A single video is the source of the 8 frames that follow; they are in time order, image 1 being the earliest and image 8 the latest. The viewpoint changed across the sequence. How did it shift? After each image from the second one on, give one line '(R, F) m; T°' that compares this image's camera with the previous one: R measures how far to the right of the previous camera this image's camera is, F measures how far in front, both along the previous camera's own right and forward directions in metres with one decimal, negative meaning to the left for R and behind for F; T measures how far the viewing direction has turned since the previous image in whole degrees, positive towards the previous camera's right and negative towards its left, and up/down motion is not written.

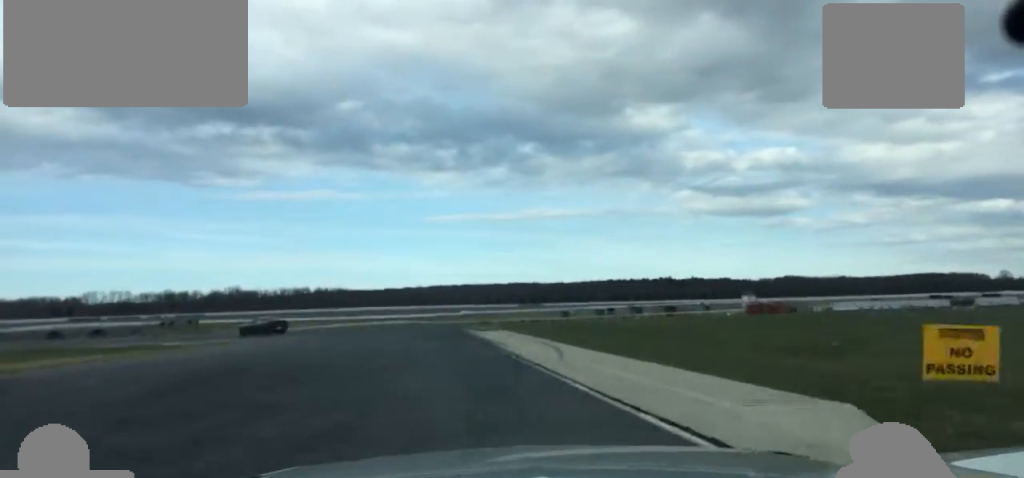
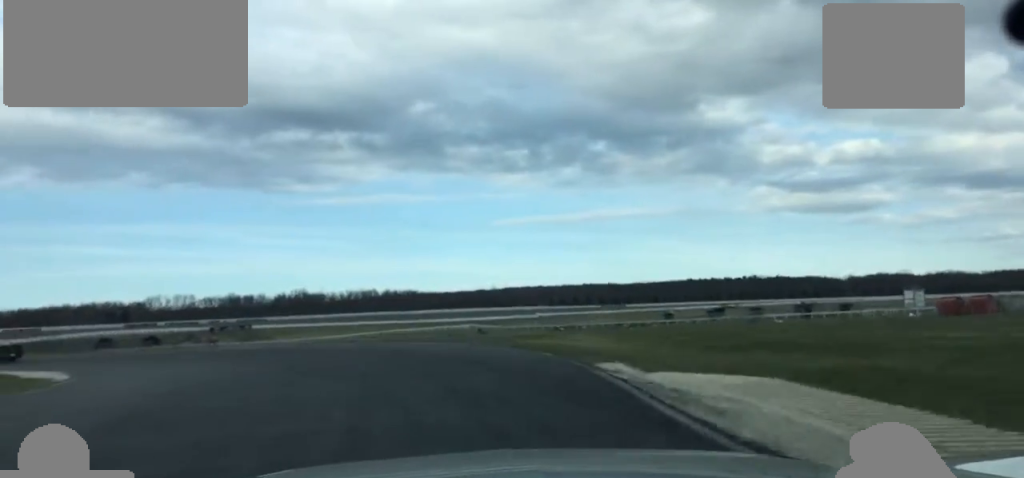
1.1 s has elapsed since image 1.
(-0.5, +30.9) m; -9°
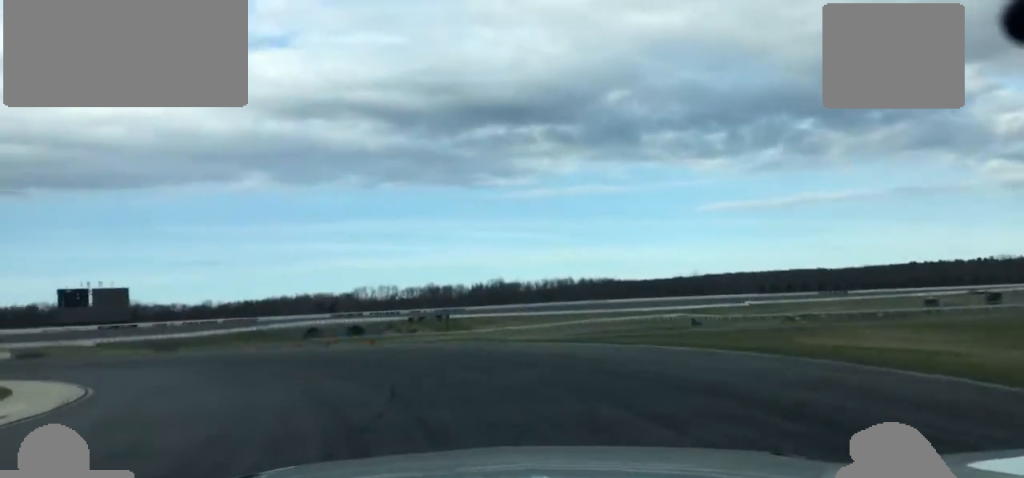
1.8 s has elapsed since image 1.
(-2.3, +18.3) m; -13°
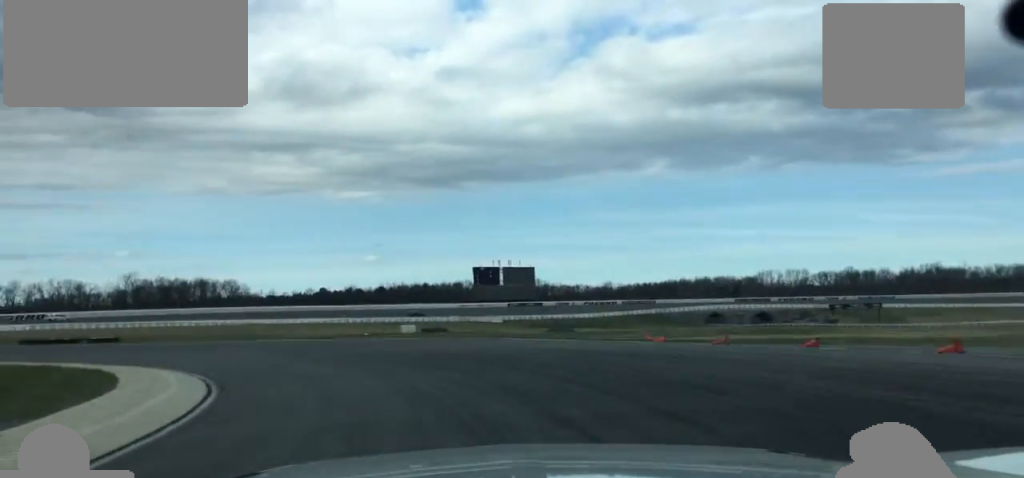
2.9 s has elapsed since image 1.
(-4.8, +25.6) m; -21°
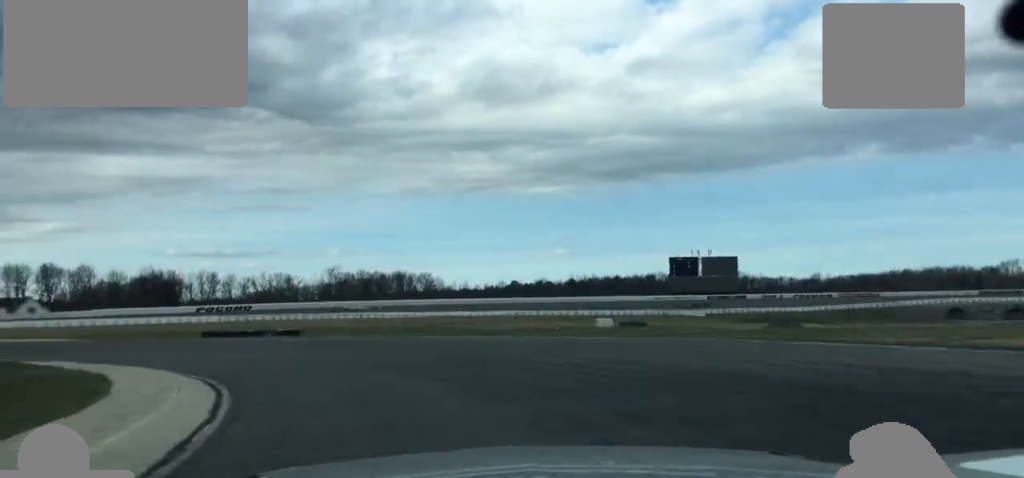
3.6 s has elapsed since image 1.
(-1.5, +14.4) m; -13°
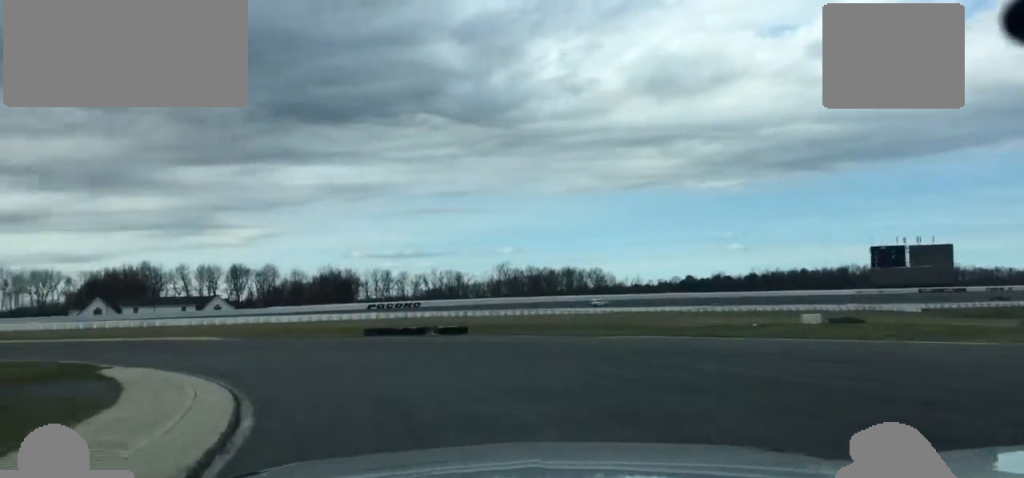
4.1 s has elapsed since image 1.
(-0.5, +10.8) m; -11°
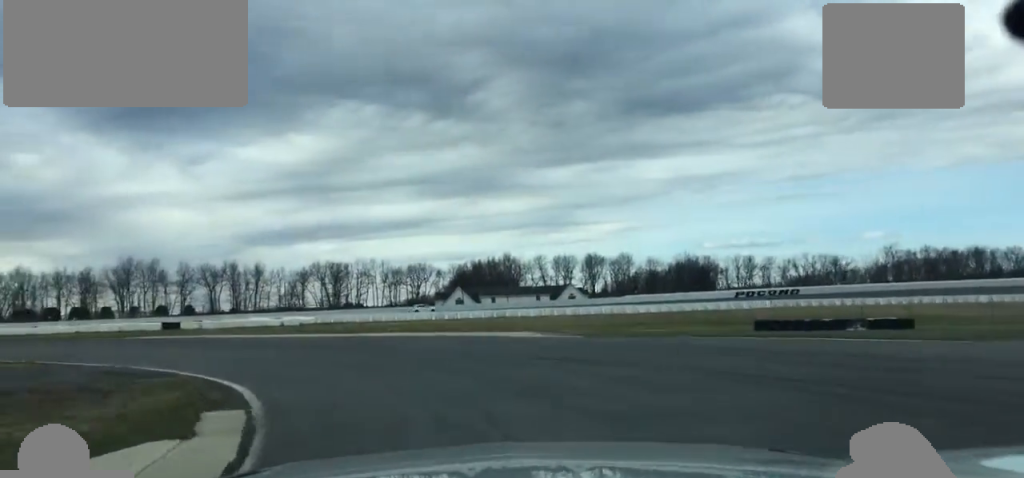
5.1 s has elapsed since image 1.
(-4.5, +21.9) m; -24°
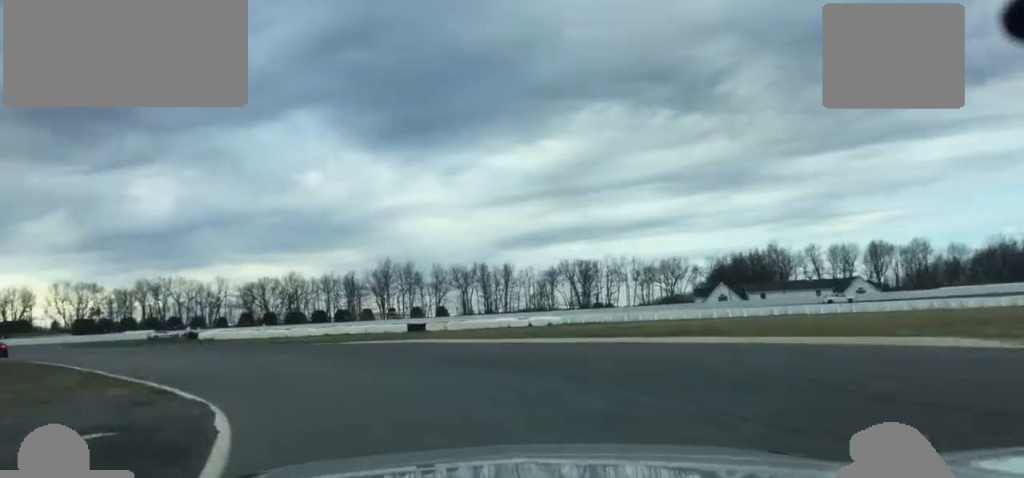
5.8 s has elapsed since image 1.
(-2.9, +15.4) m; -15°
